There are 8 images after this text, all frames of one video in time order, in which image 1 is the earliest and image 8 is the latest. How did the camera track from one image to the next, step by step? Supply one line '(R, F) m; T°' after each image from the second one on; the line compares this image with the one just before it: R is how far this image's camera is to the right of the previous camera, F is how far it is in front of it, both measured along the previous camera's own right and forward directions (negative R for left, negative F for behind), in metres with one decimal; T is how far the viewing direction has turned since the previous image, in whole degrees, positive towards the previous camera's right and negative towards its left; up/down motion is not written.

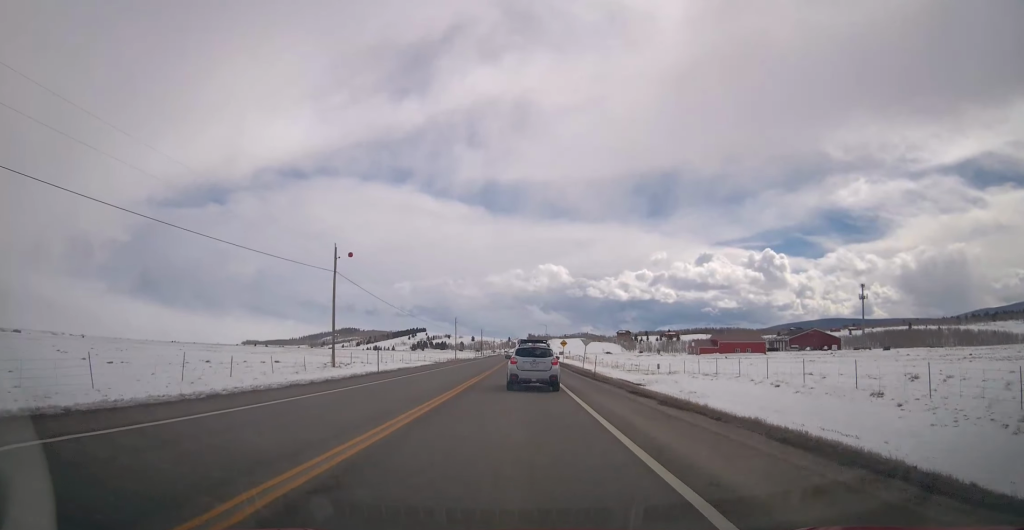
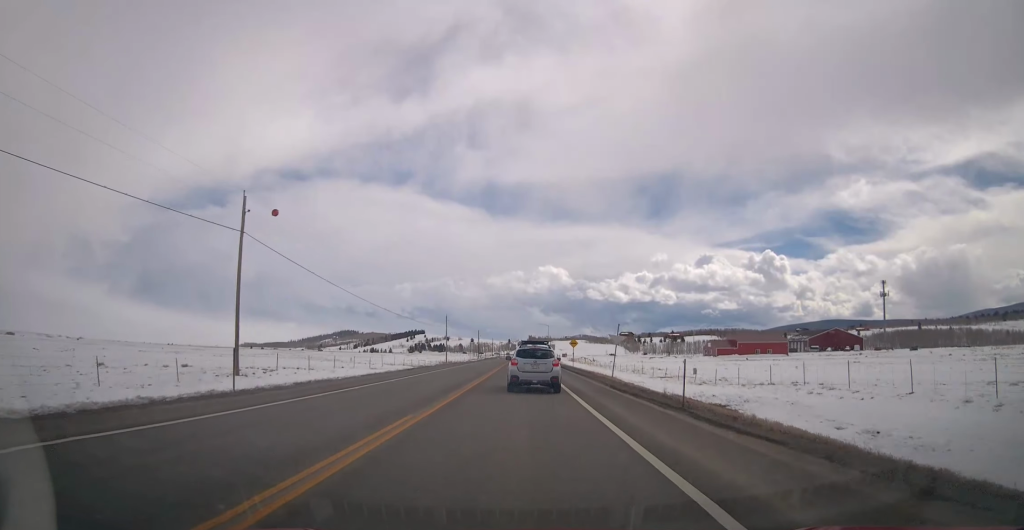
(0.0, +17.9) m; 0°
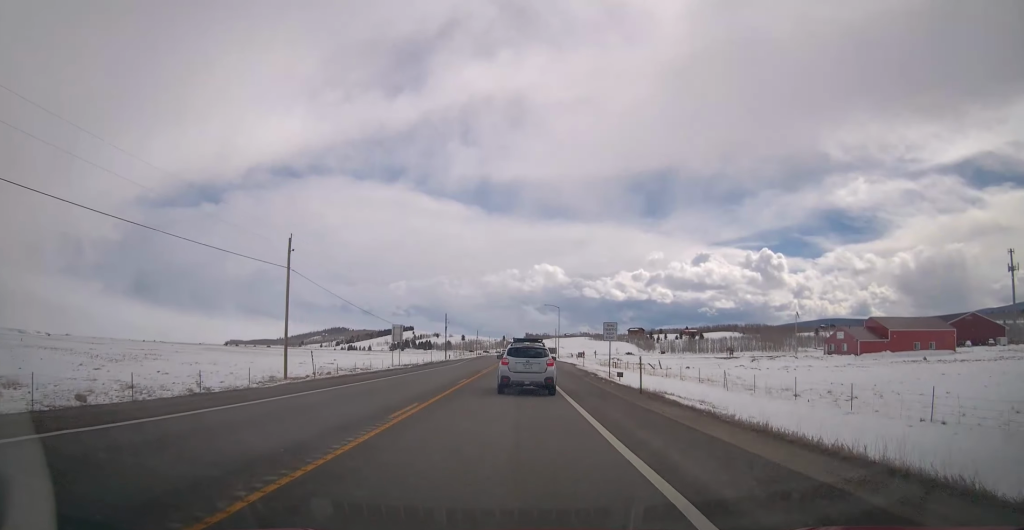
(+1.4, +83.0) m; +1°
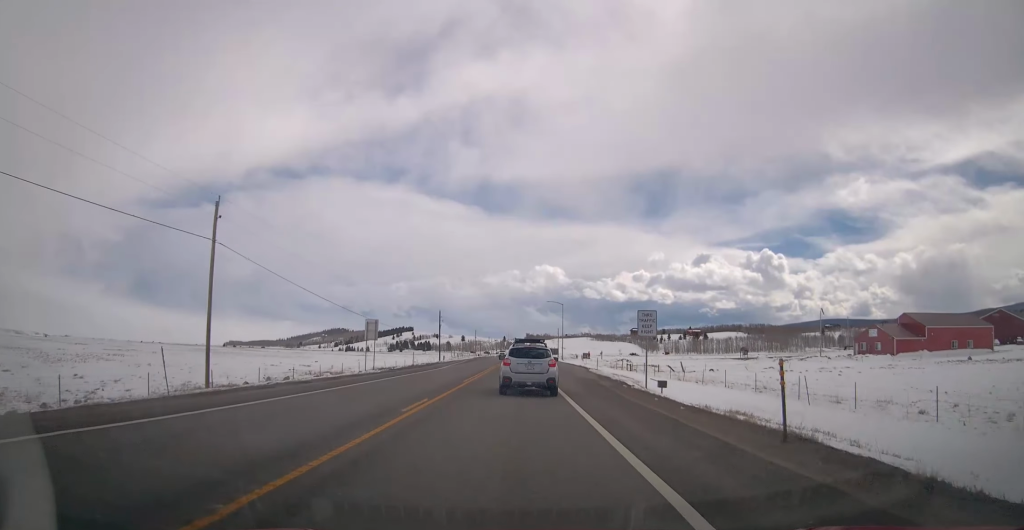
(-0.2, +10.7) m; -1°
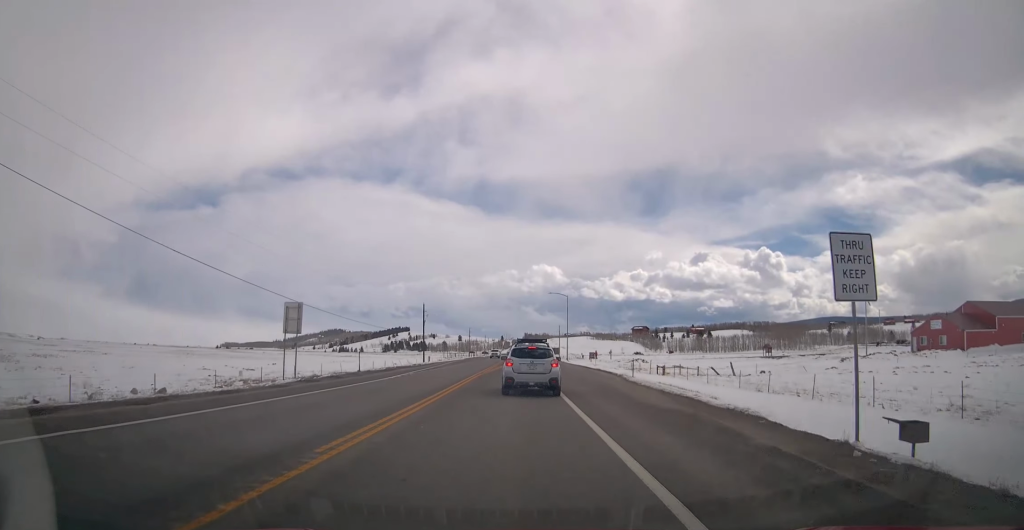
(-0.1, +18.1) m; 0°
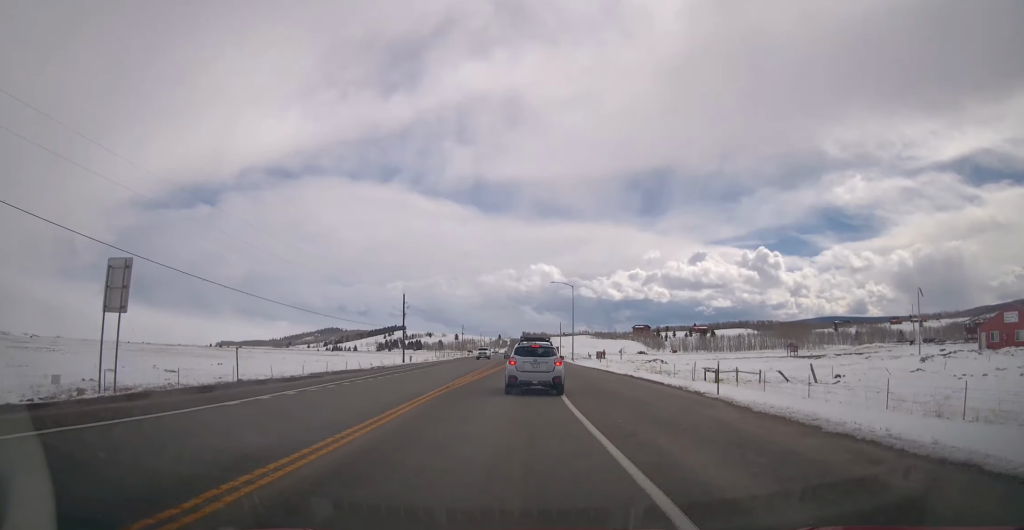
(0.0, +15.8) m; 0°
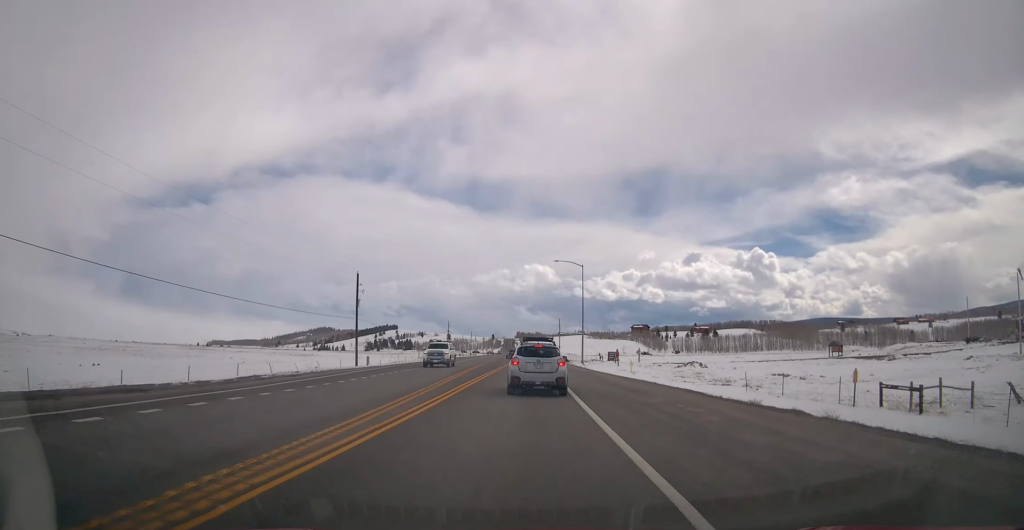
(0.0, +22.7) m; +2°
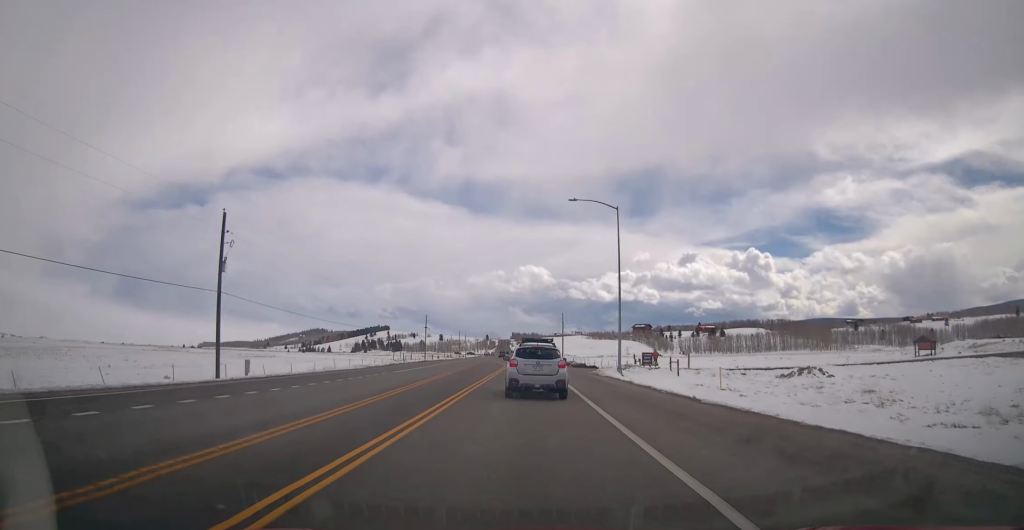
(+0.7, +29.2) m; 0°
